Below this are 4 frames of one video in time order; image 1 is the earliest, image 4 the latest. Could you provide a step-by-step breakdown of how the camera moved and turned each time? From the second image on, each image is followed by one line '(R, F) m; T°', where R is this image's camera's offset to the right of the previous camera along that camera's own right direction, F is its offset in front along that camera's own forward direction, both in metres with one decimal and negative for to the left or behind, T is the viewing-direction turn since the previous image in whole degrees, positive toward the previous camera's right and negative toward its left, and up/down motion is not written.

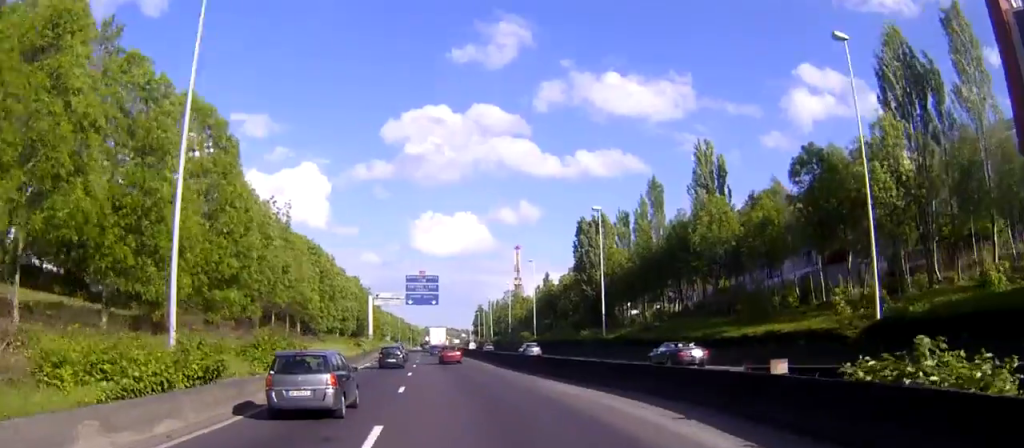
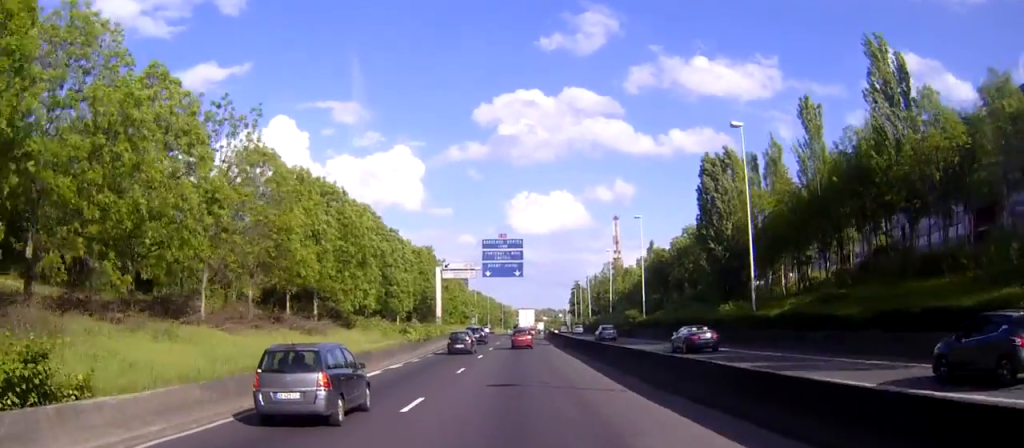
(-0.7, +24.5) m; -6°
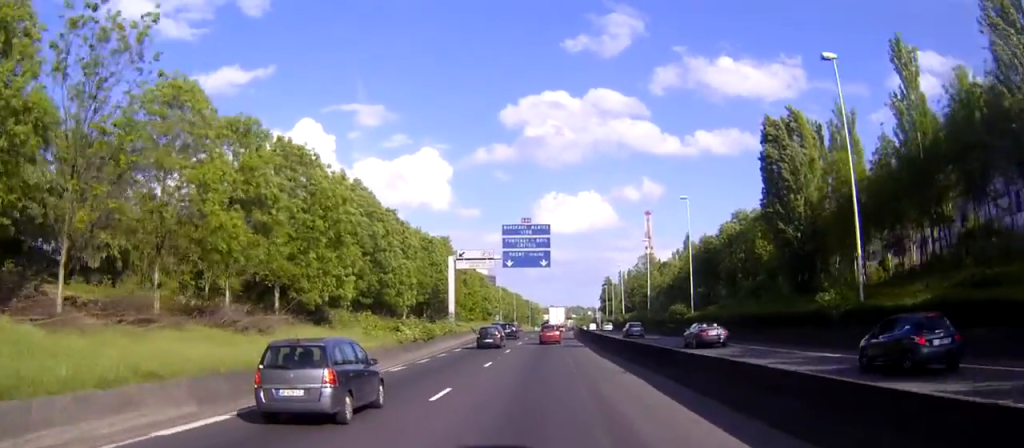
(-0.6, +14.2) m; -5°
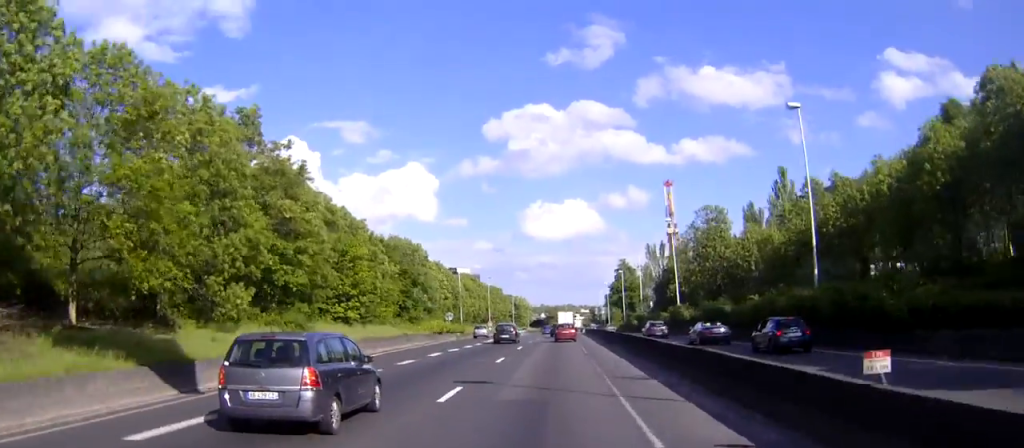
(-5.4, +72.5) m; -3°
